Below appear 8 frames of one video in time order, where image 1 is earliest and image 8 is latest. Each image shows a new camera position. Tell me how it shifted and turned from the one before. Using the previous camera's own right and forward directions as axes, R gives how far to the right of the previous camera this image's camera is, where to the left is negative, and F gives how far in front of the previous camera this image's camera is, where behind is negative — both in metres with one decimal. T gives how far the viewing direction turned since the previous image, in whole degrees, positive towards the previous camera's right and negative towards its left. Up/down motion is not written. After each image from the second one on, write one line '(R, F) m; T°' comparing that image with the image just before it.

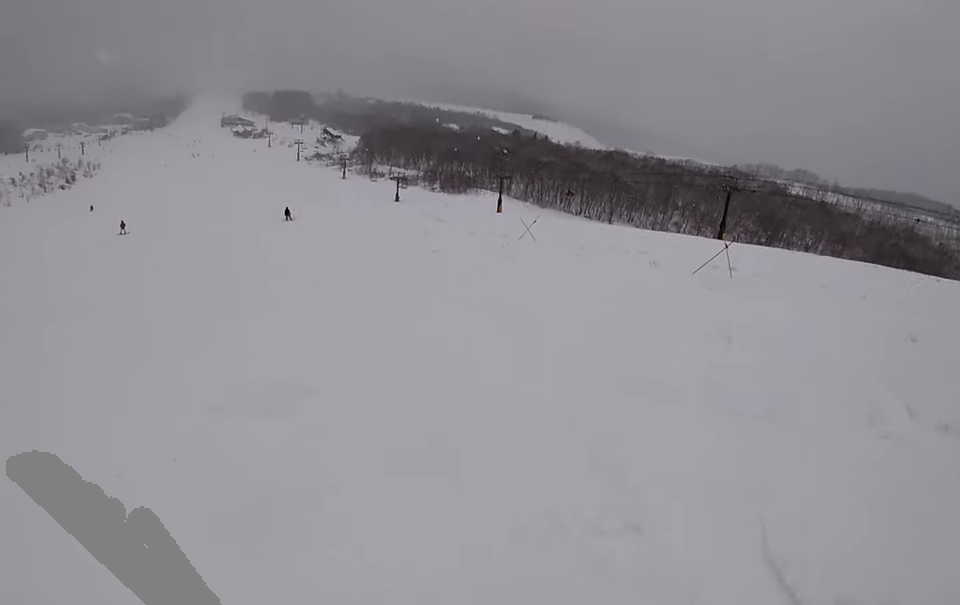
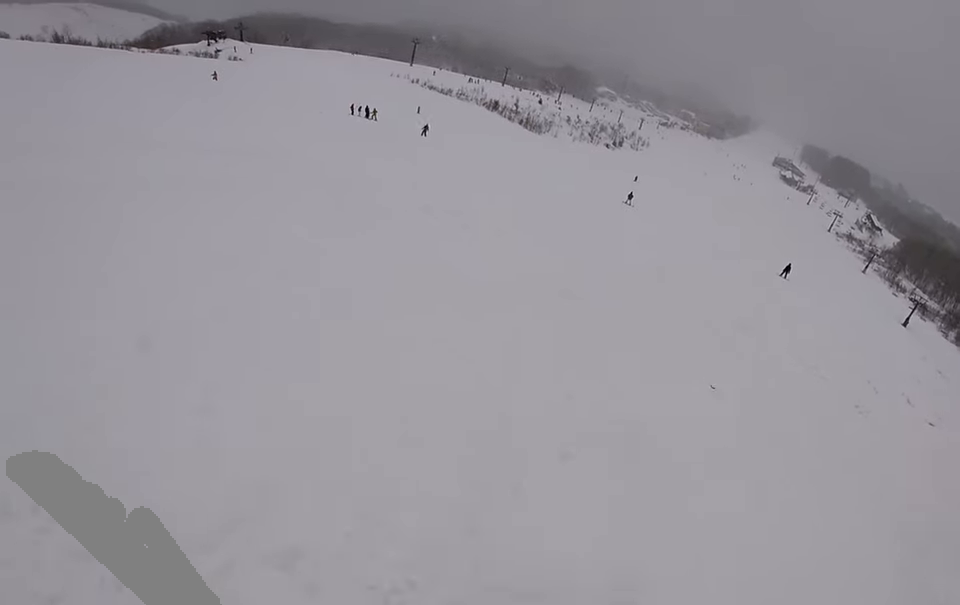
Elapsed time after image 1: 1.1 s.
(-1.4, +3.5) m; -42°
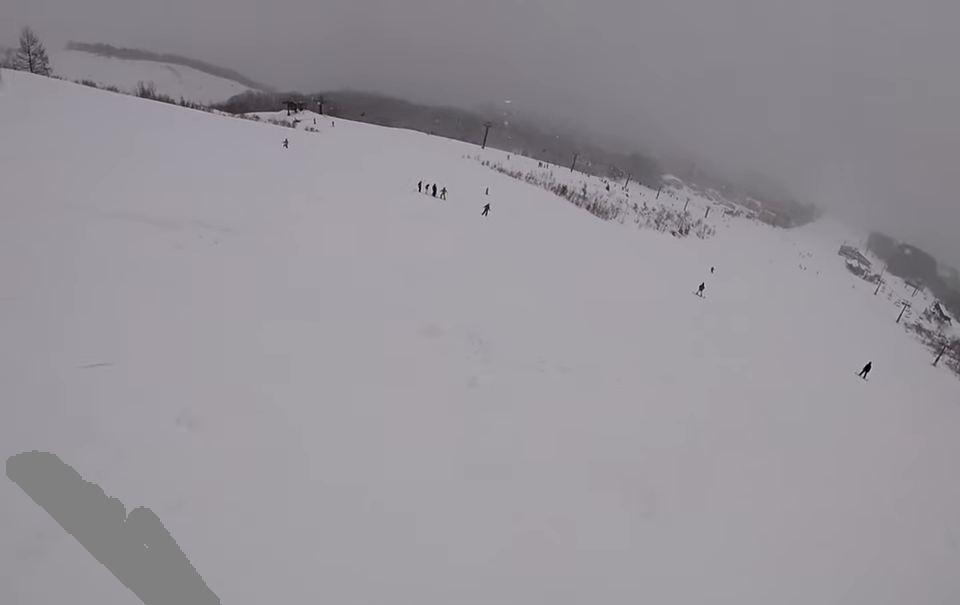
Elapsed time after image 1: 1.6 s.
(-0.7, +2.0) m; -14°
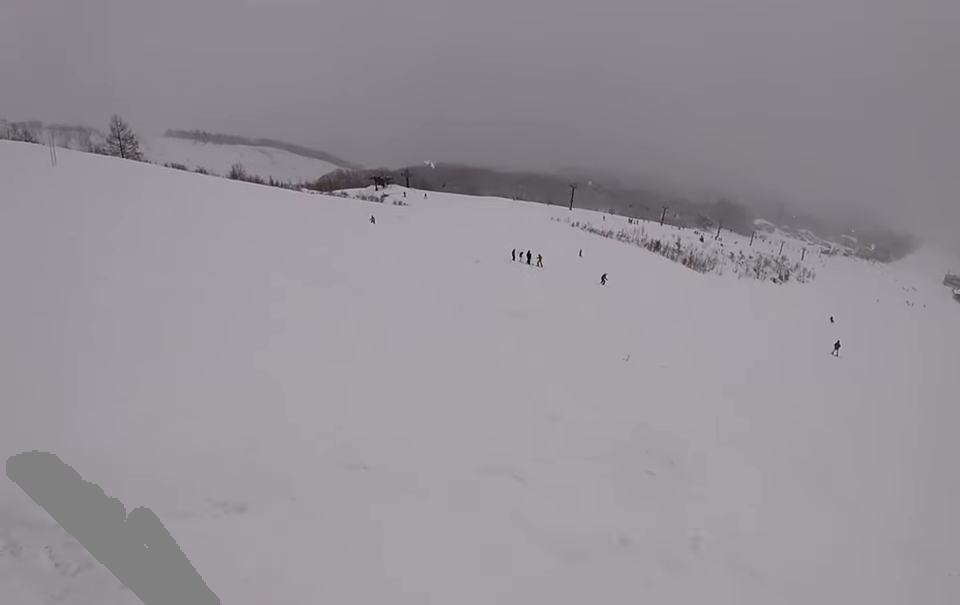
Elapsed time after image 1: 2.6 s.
(-0.5, +4.3) m; -7°
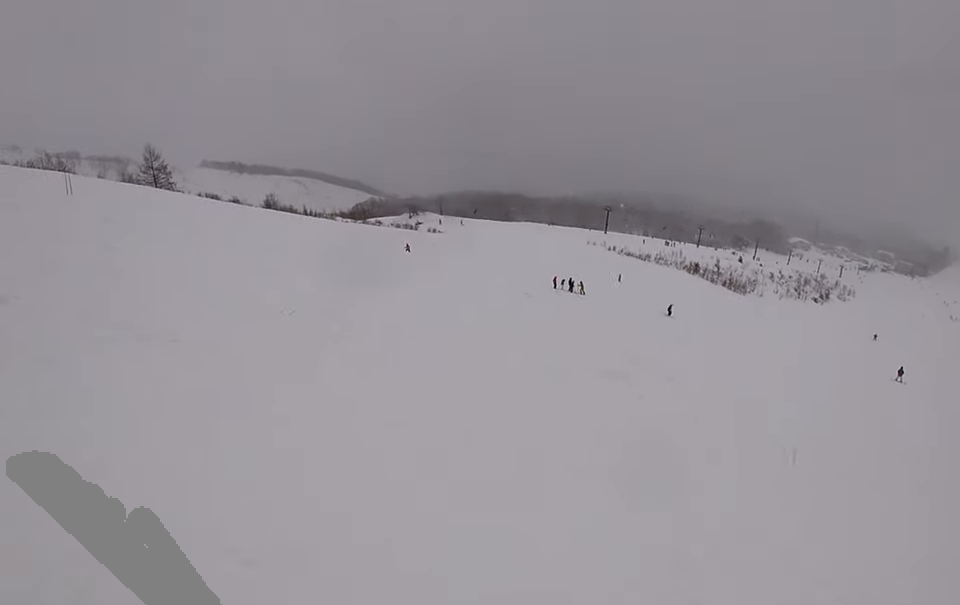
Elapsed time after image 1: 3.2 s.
(0.0, +2.7) m; +1°
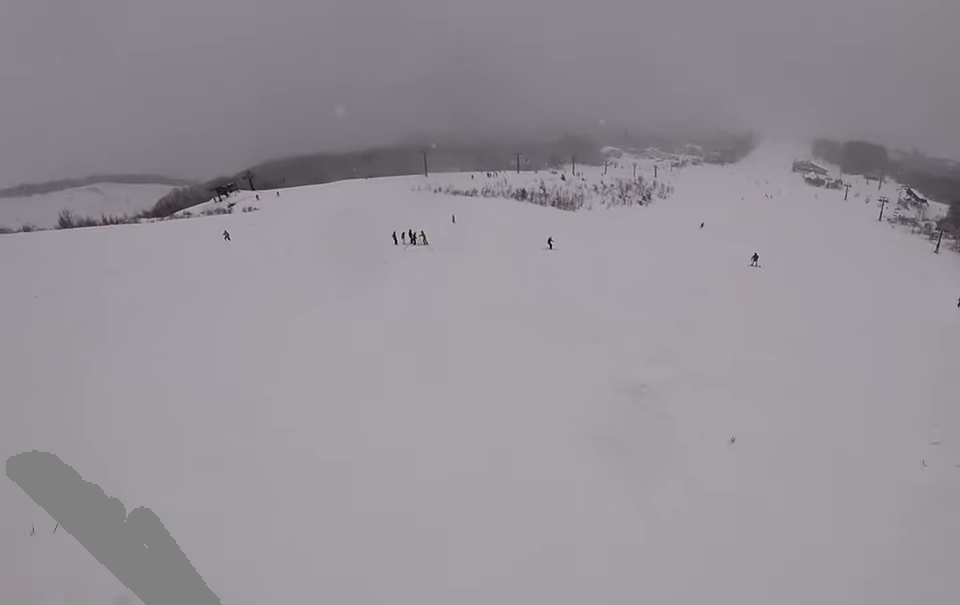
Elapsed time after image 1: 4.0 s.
(0.0, +4.1) m; +10°
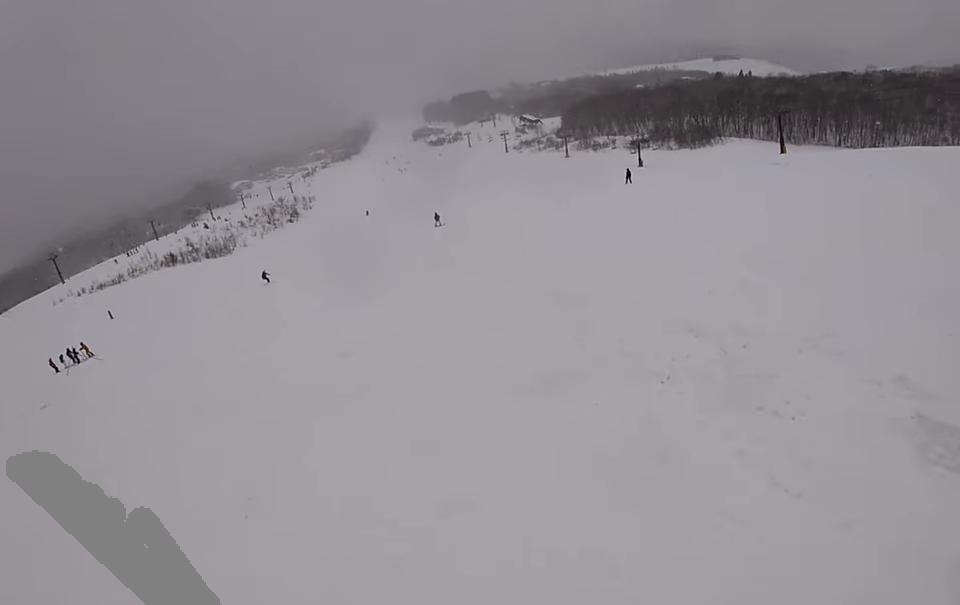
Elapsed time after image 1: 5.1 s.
(+1.1, +4.6) m; +41°
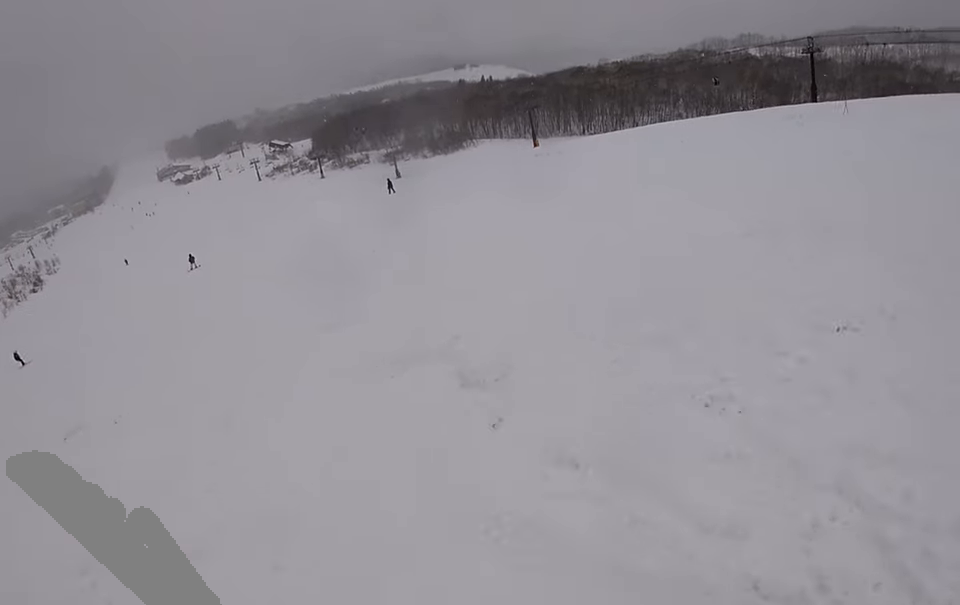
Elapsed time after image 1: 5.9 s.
(+1.2, +3.8) m; +29°
